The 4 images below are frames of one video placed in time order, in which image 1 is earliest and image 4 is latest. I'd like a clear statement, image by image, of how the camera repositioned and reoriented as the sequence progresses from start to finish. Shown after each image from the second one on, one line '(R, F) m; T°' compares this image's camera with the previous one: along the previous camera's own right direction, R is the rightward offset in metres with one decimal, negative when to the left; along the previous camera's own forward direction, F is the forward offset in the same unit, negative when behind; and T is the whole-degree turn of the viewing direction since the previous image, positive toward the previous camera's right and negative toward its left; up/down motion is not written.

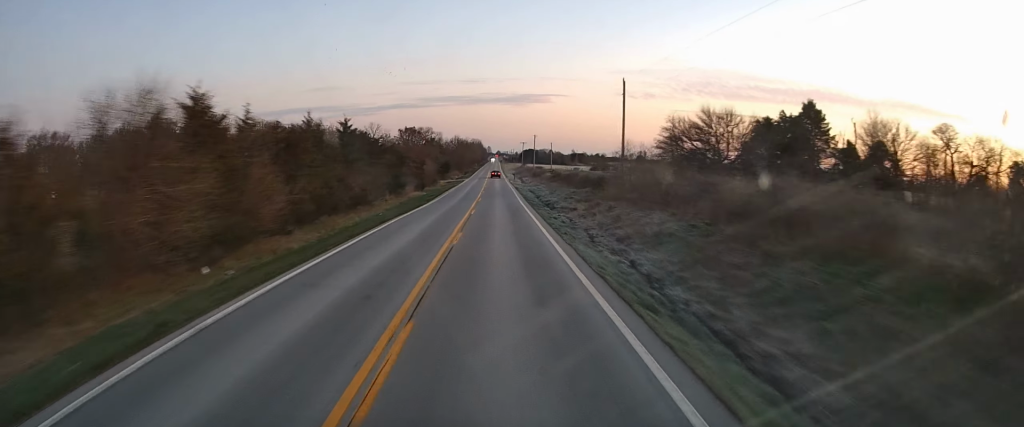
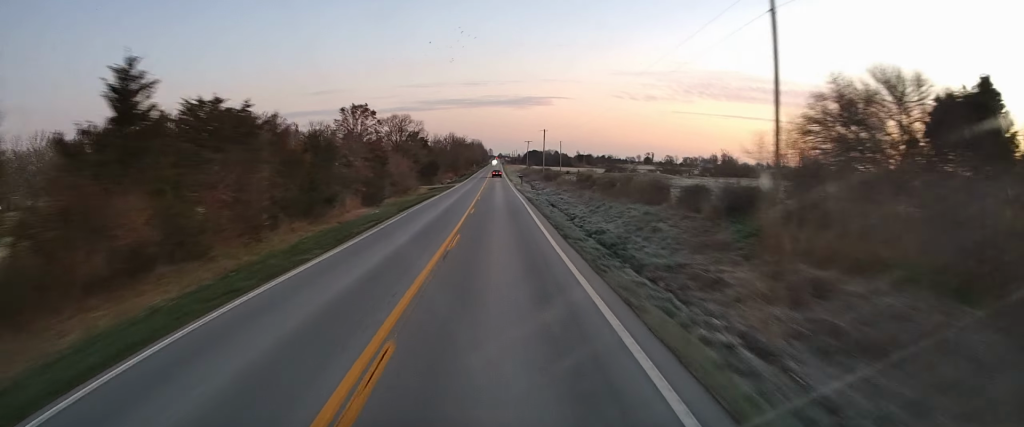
(+0.2, +25.2) m; 0°
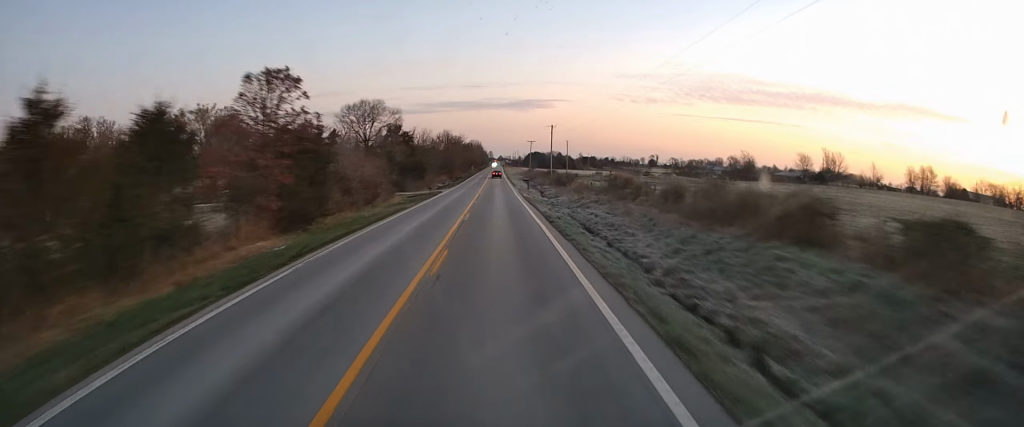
(0.0, +16.6) m; 0°
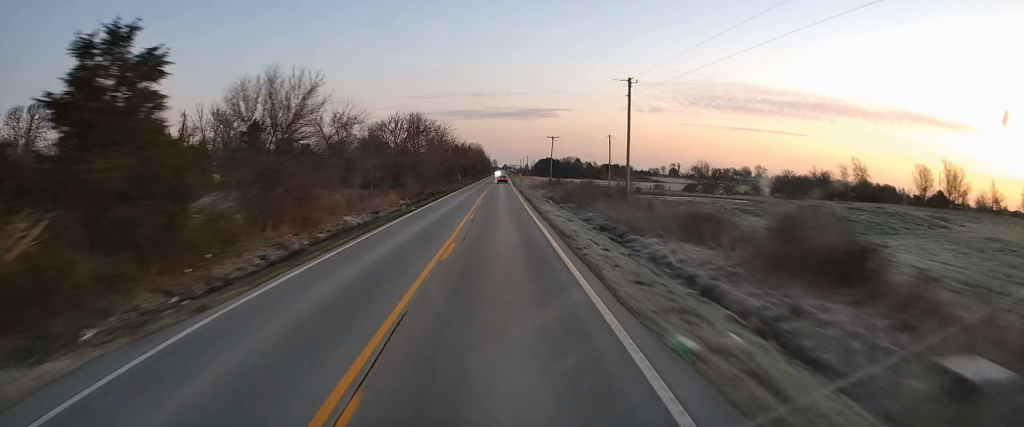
(+0.1, +59.4) m; 0°
